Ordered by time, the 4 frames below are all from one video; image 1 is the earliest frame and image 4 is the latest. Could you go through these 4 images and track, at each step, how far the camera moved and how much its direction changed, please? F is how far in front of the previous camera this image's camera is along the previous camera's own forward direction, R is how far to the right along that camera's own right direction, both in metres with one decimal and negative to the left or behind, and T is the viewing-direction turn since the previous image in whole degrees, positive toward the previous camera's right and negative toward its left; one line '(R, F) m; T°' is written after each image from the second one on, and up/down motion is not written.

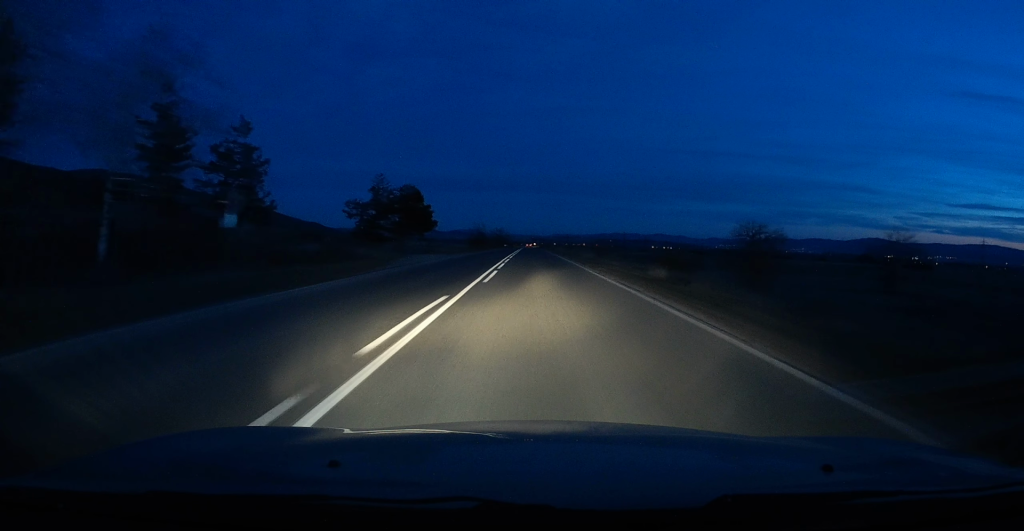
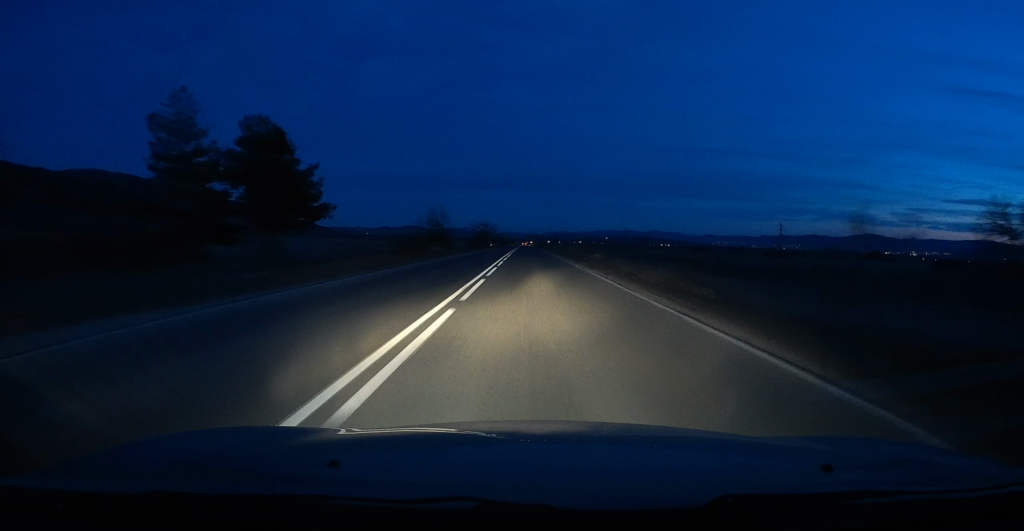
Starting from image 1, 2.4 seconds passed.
(0.0, +50.6) m; 0°
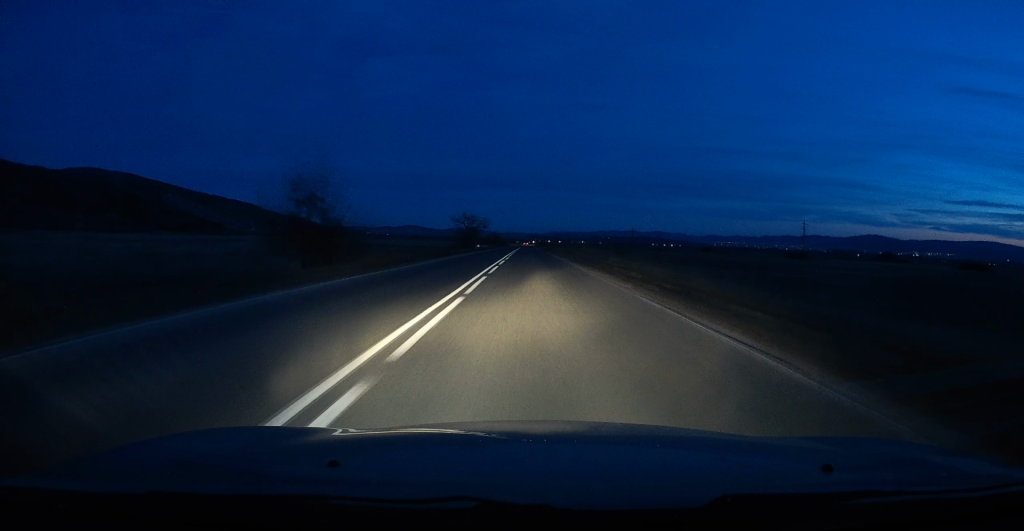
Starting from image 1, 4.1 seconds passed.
(+0.1, +36.1) m; +1°
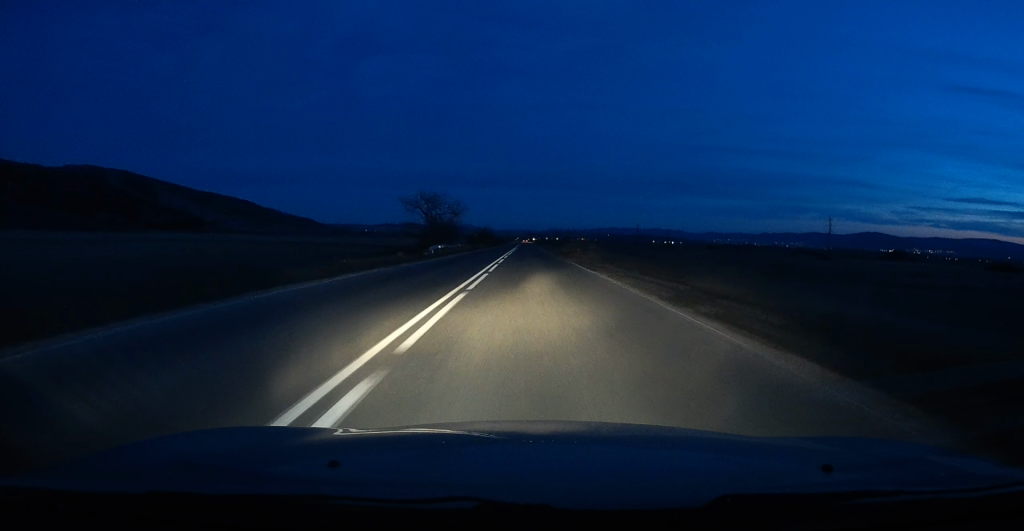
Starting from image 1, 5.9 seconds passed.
(+0.3, +38.2) m; 0°
